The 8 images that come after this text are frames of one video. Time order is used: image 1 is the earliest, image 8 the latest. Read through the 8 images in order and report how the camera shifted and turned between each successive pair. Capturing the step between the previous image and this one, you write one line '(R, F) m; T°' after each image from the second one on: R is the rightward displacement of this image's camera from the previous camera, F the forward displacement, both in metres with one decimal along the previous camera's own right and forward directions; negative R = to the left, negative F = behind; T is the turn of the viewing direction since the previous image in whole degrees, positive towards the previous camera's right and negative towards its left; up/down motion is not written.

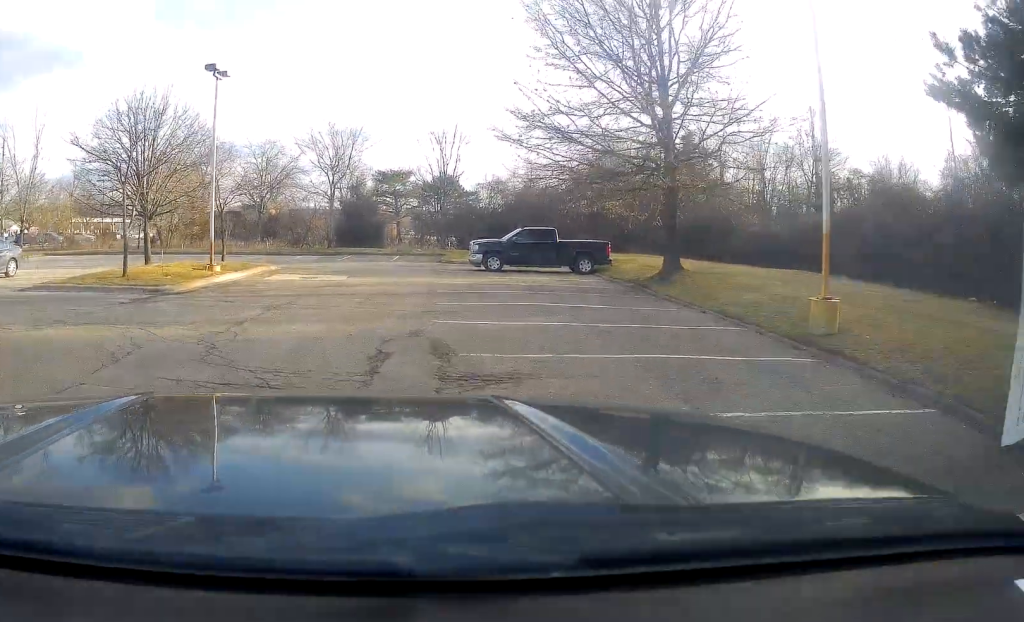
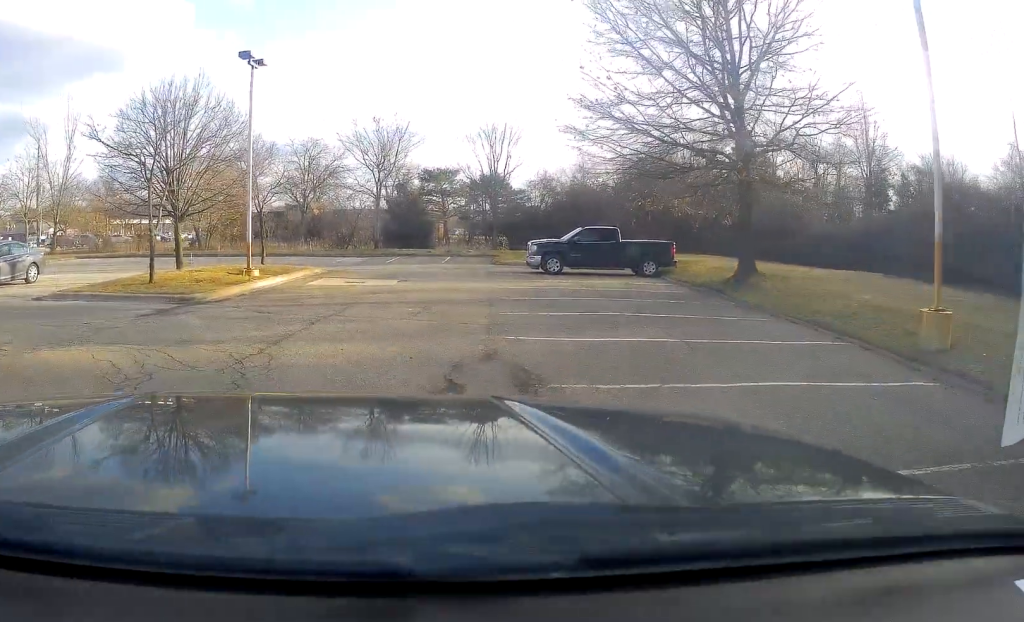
(0.0, +2.0) m; -4°
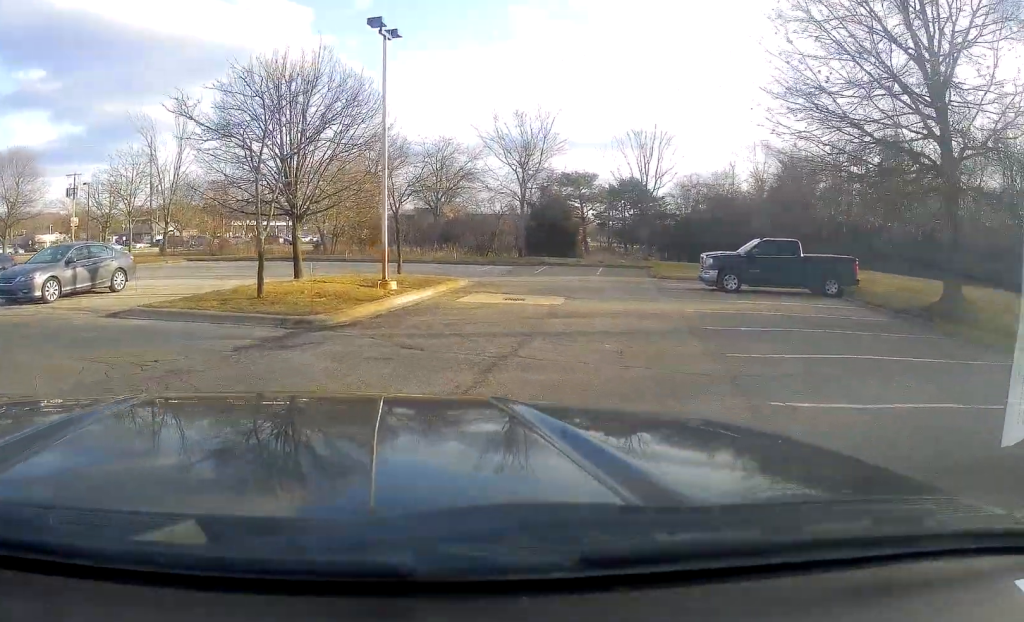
(-0.3, +4.1) m; -11°
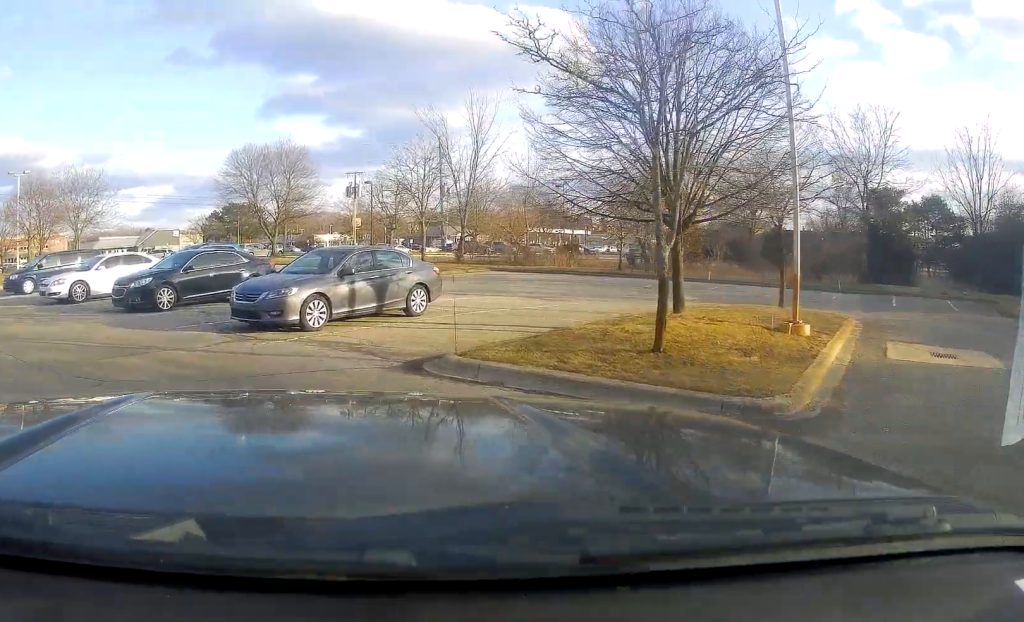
(-1.0, +6.0) m; -22°
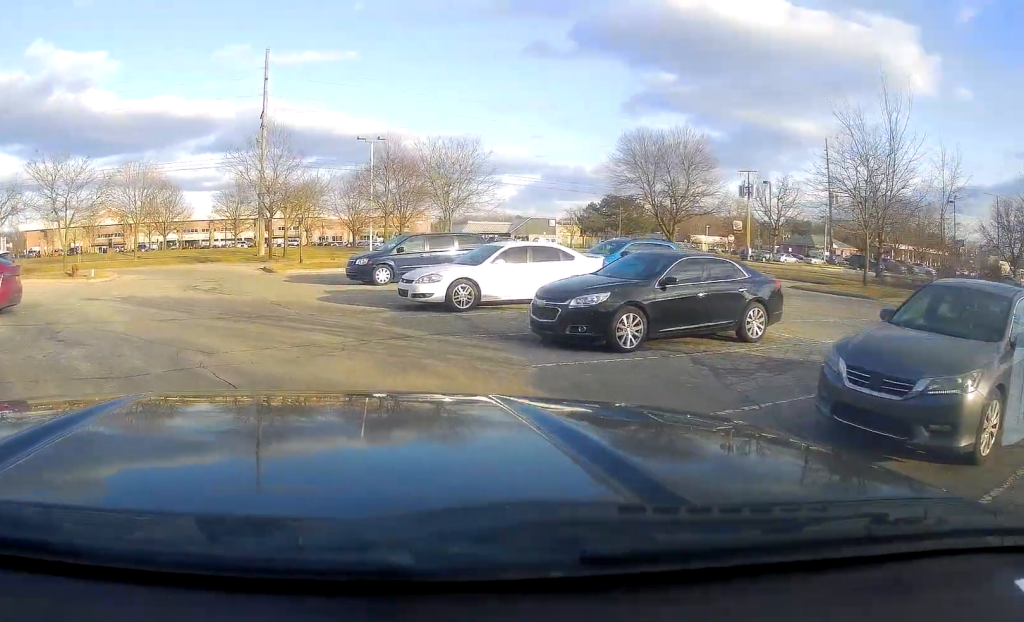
(-2.6, +6.9) m; -37°
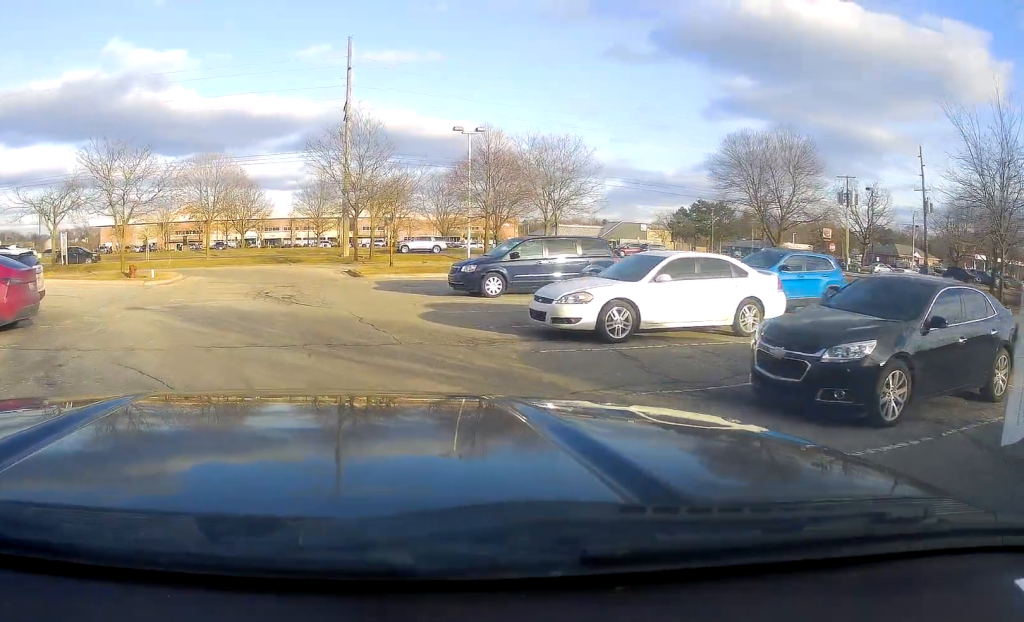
(-0.4, +3.9) m; -9°
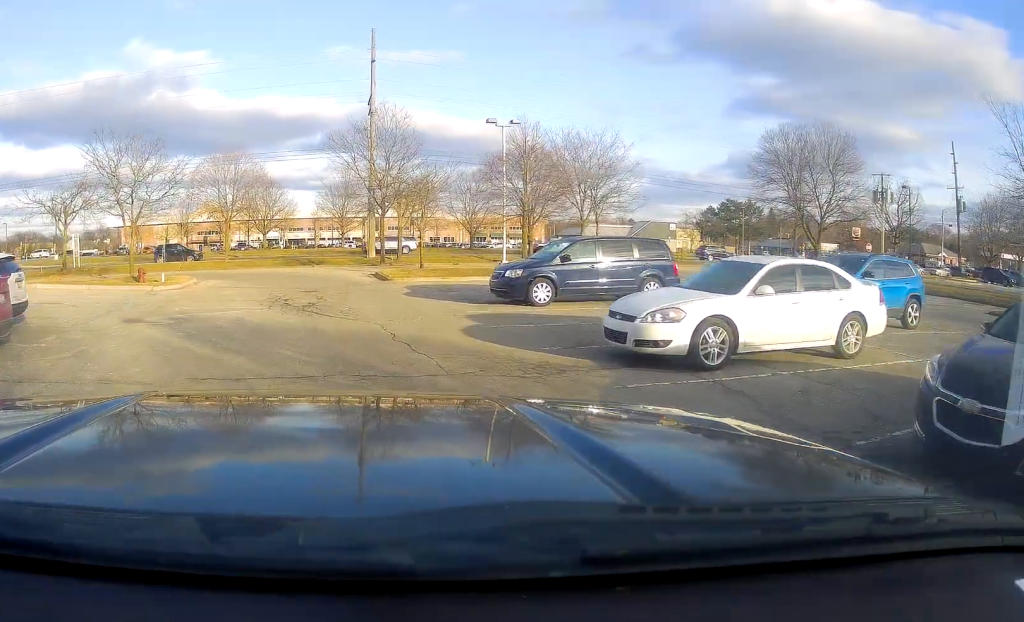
(0.0, +2.3) m; -4°
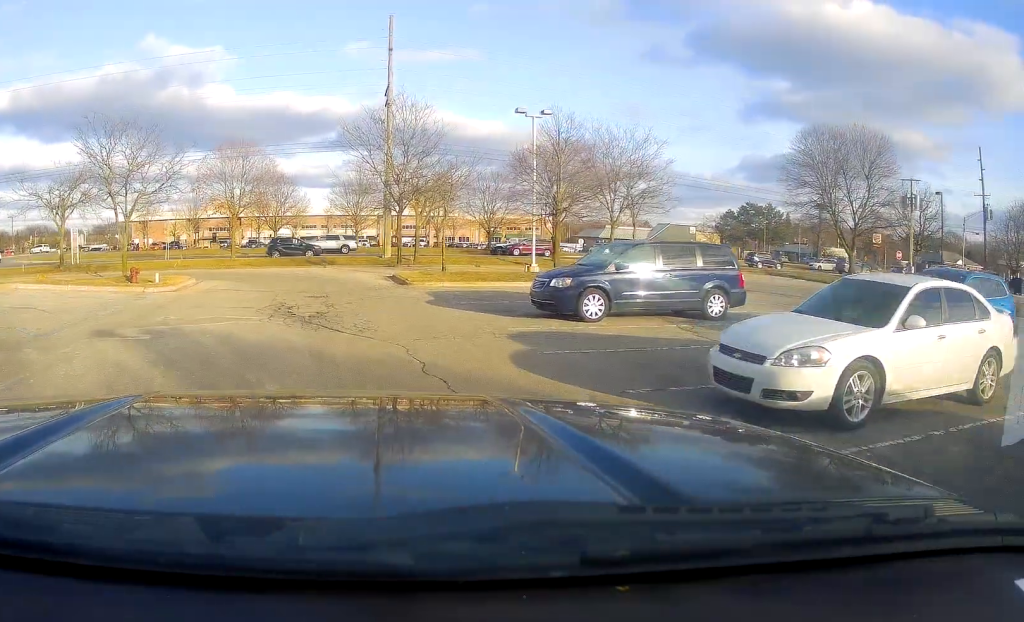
(-0.2, +2.8) m; 0°
